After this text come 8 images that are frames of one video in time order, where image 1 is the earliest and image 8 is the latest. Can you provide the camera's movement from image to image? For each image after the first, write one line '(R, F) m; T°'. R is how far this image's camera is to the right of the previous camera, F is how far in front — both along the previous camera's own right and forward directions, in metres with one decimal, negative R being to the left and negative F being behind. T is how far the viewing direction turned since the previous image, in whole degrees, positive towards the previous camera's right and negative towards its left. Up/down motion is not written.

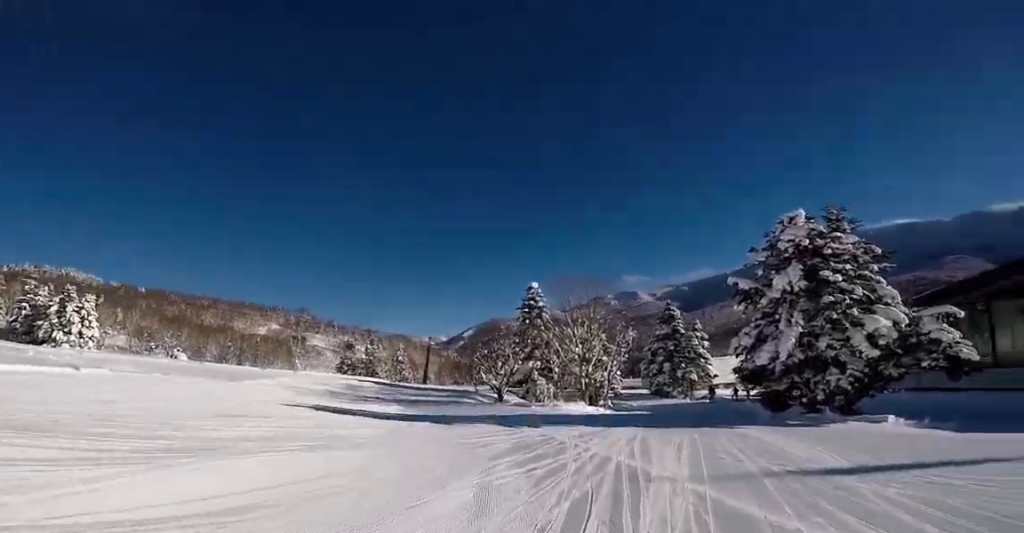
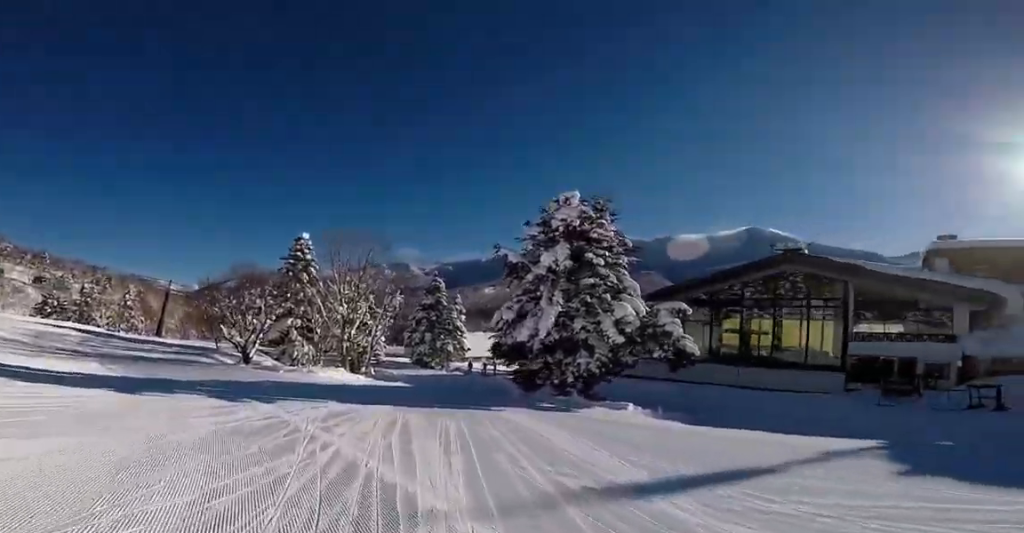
(-0.5, +3.2) m; -7°
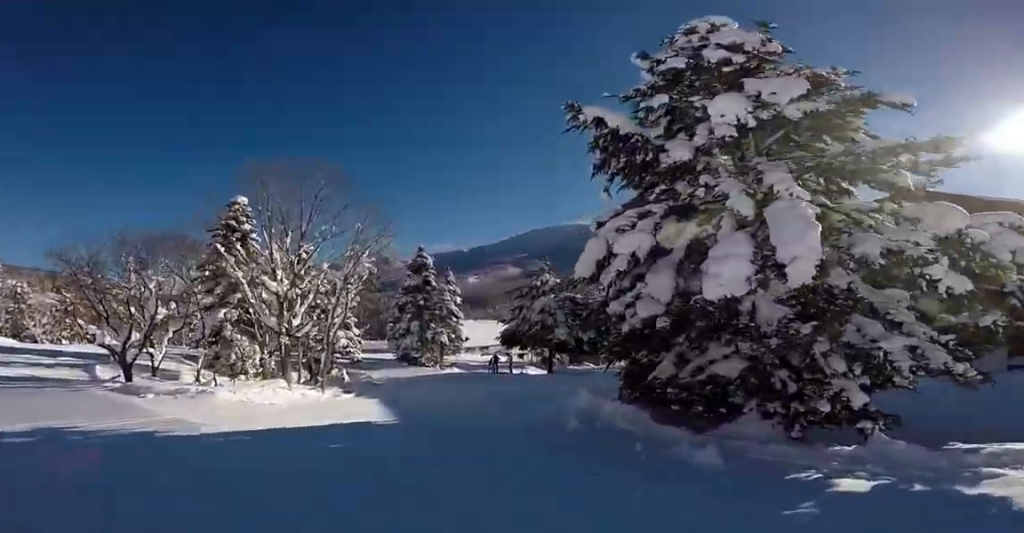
(-1.2, +10.8) m; +3°
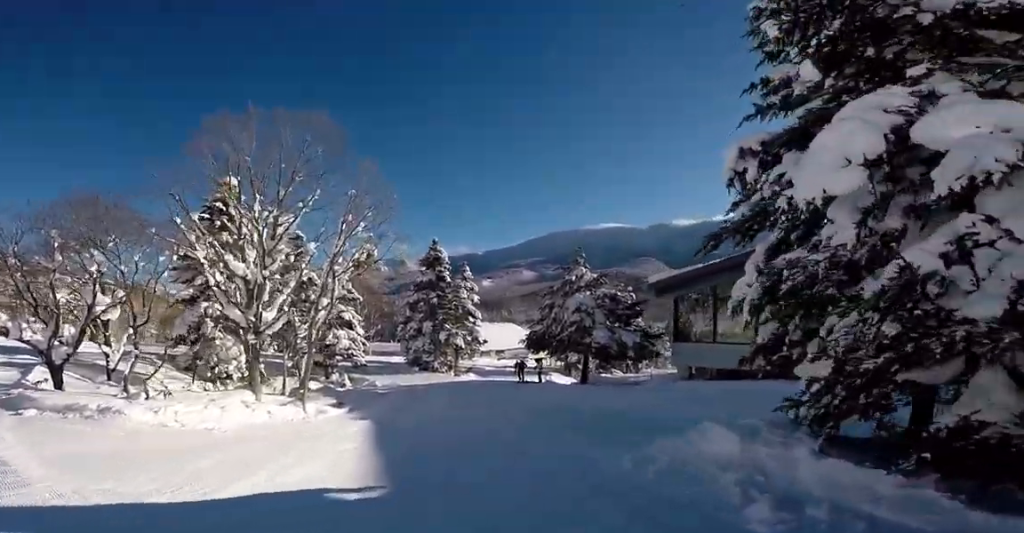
(+1.0, +4.5) m; +3°
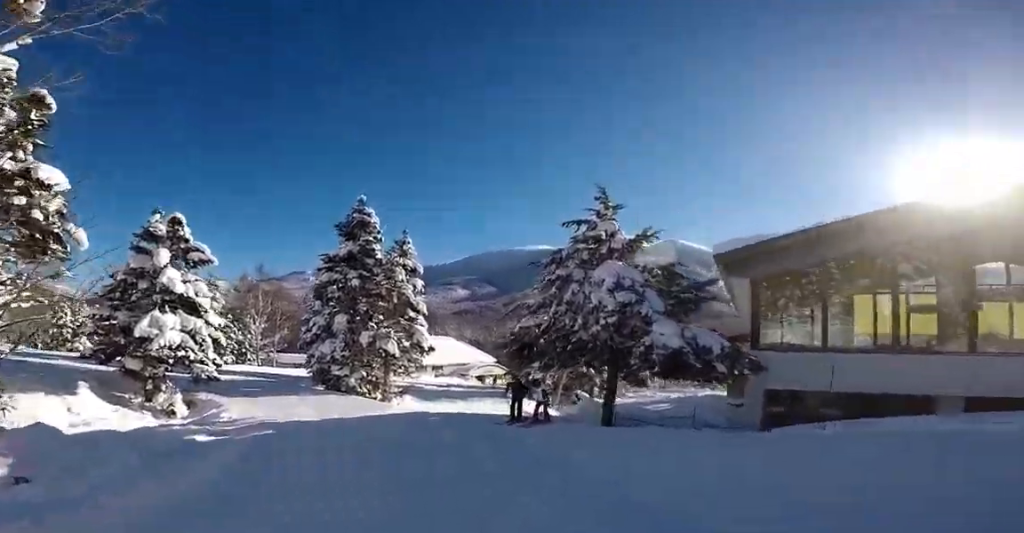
(-1.9, +13.9) m; +1°
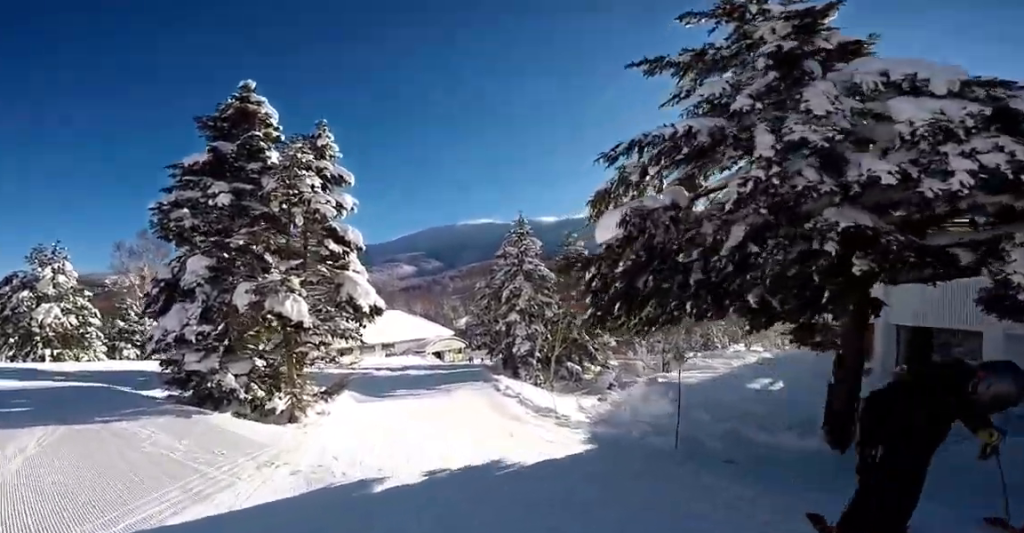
(+2.2, +11.4) m; +12°
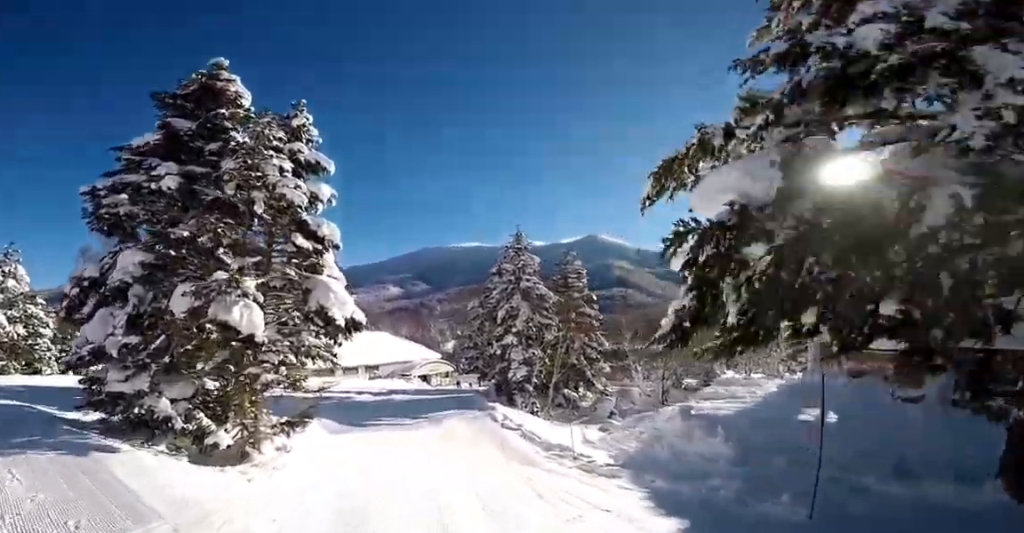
(0.0, +2.9) m; +1°
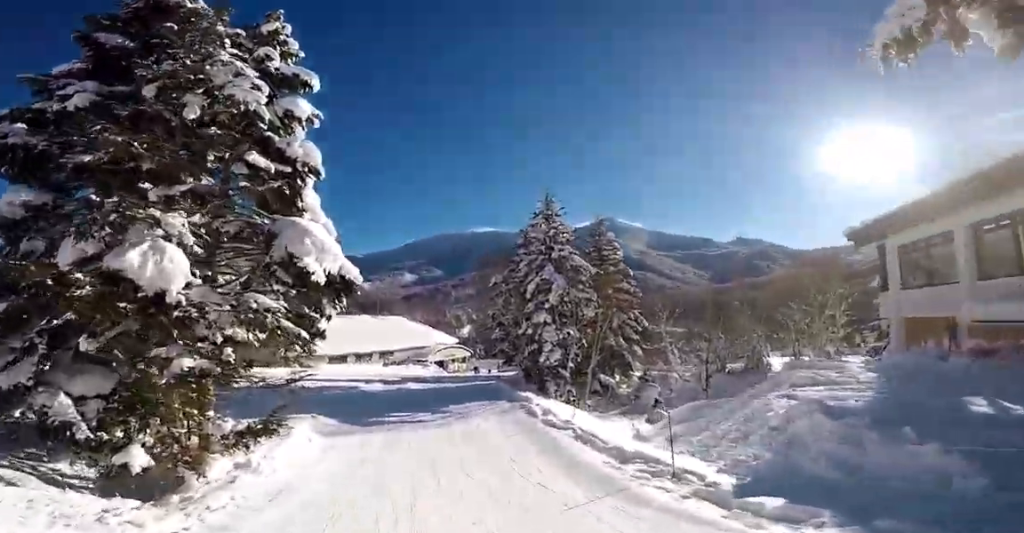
(0.0, +4.1) m; 0°
